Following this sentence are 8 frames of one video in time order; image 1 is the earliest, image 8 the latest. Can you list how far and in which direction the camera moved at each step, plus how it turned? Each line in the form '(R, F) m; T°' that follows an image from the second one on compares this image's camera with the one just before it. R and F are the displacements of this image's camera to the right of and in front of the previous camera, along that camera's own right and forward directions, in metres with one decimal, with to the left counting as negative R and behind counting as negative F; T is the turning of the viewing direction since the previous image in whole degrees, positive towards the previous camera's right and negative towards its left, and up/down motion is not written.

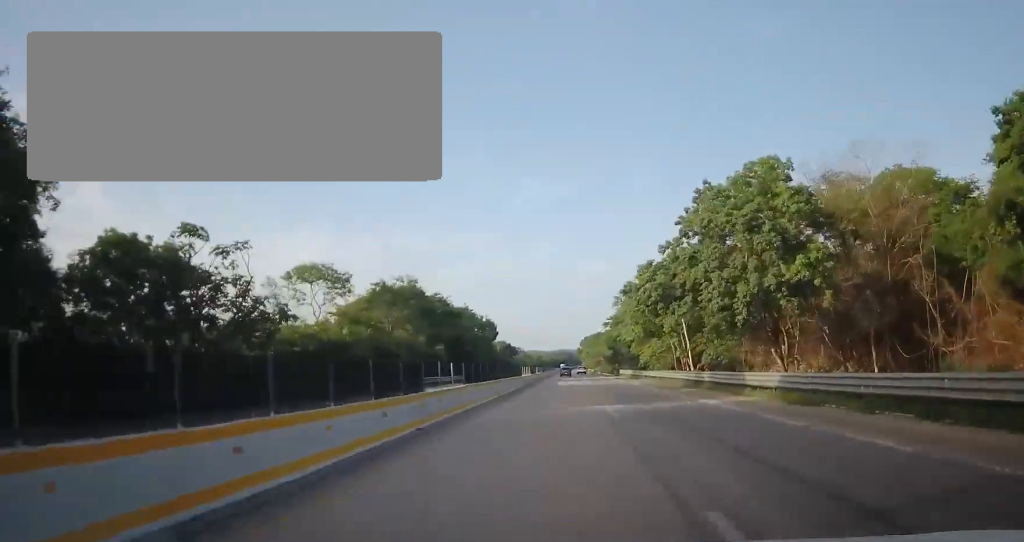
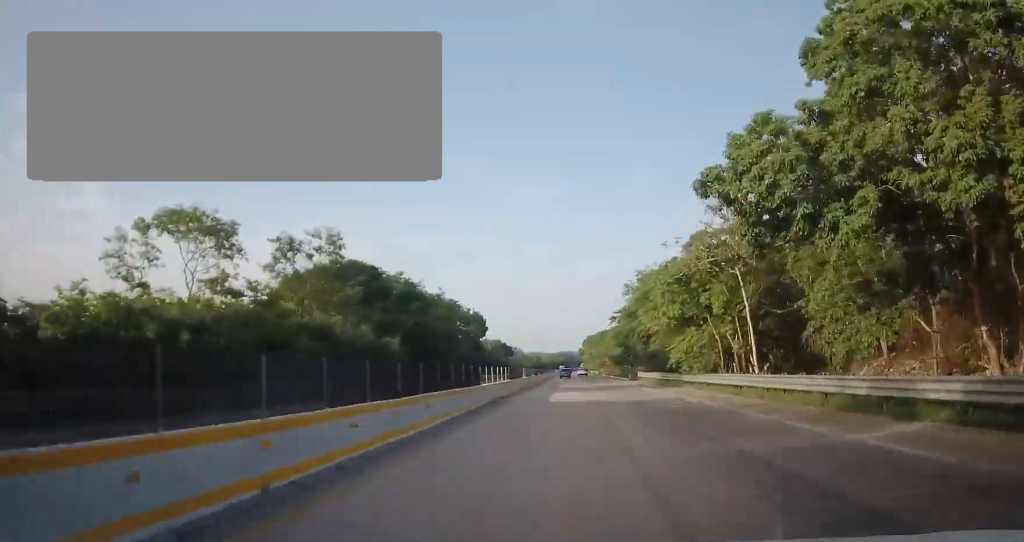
(+0.1, +21.6) m; 0°
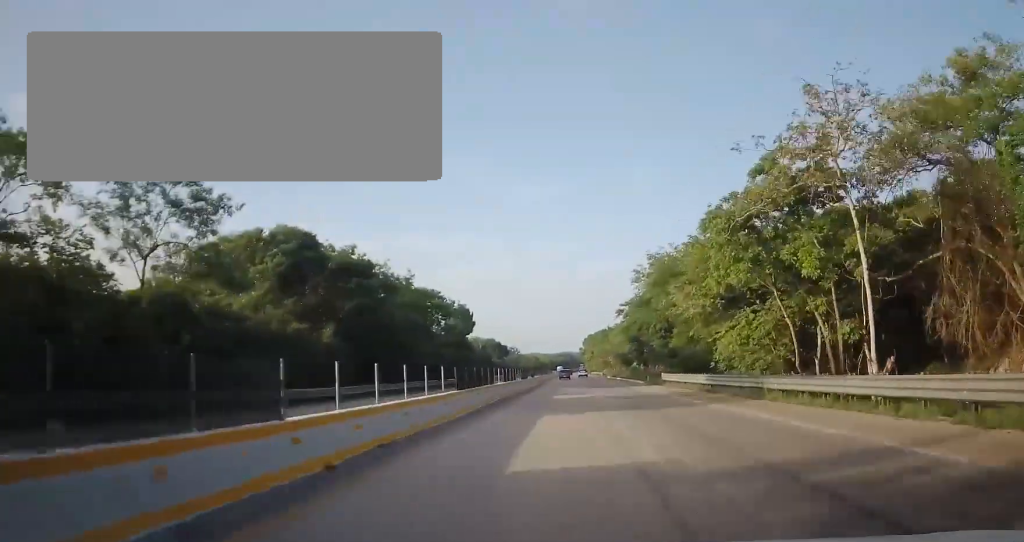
(+0.2, +16.9) m; 0°
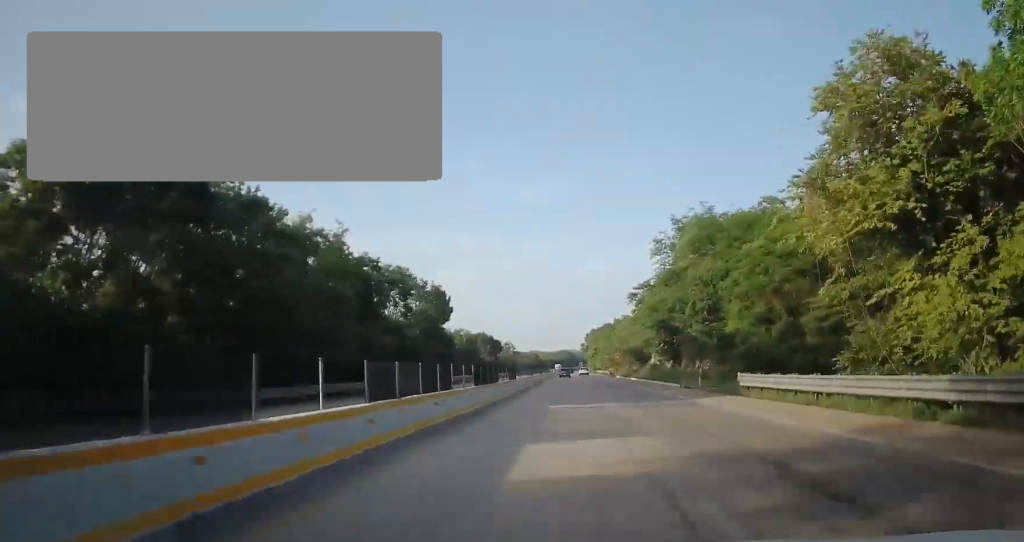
(-0.2, +22.1) m; -1°
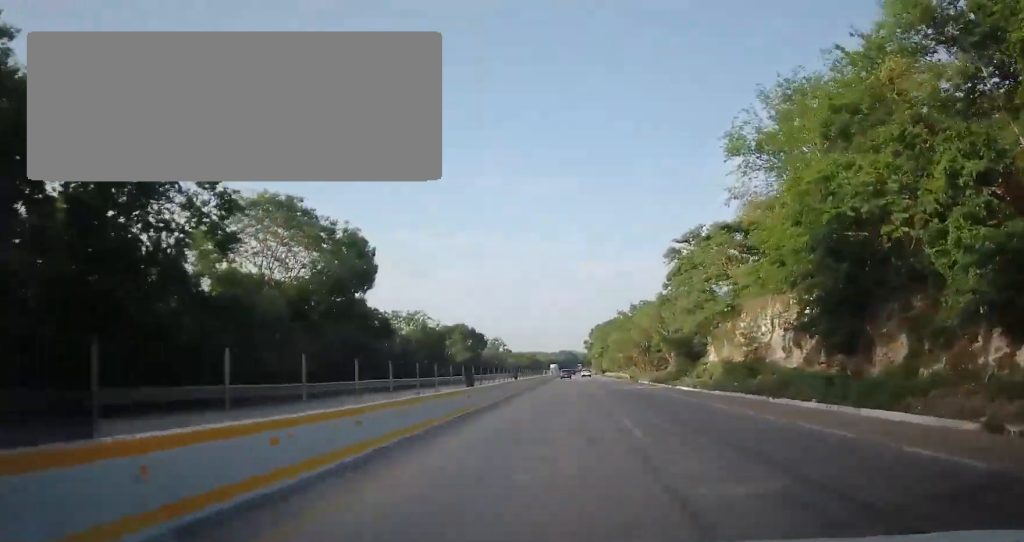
(0.0, +36.0) m; +1°
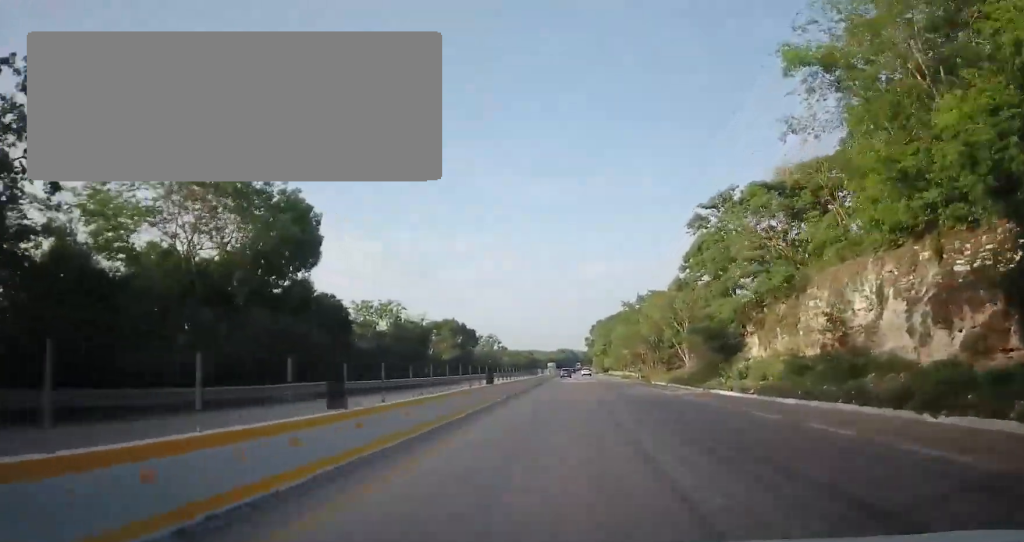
(+0.2, +12.4) m; 0°
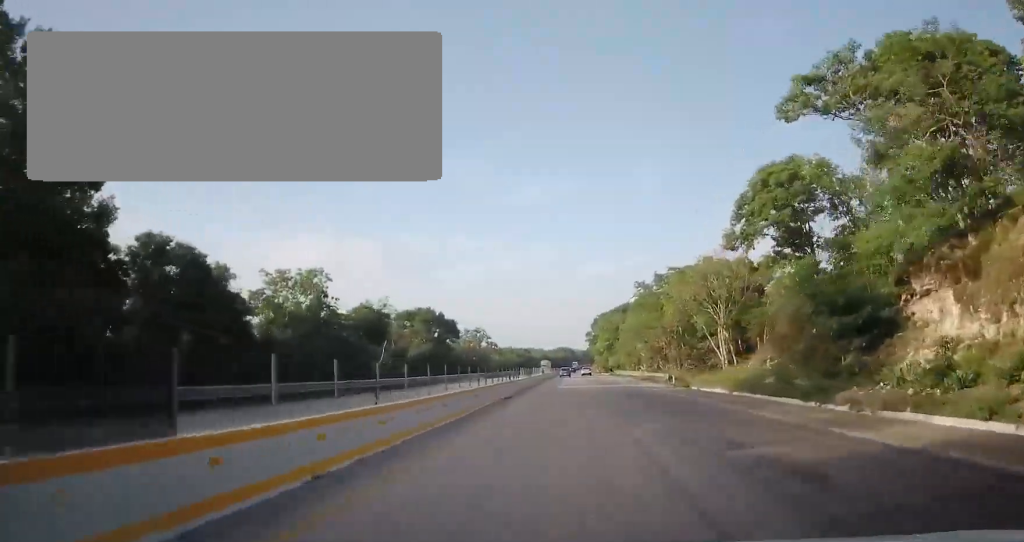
(+0.2, +21.8) m; 0°
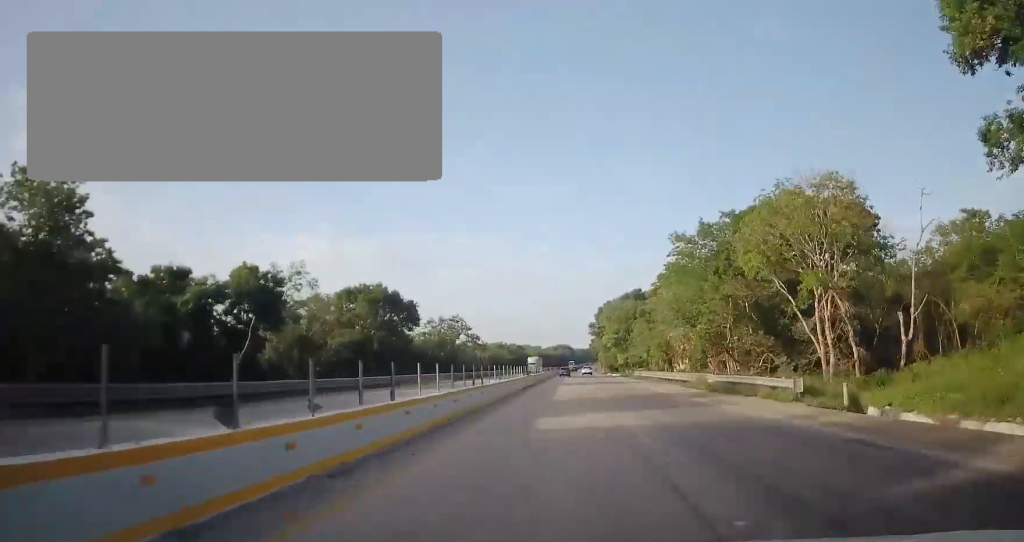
(-0.2, +28.4) m; -1°
